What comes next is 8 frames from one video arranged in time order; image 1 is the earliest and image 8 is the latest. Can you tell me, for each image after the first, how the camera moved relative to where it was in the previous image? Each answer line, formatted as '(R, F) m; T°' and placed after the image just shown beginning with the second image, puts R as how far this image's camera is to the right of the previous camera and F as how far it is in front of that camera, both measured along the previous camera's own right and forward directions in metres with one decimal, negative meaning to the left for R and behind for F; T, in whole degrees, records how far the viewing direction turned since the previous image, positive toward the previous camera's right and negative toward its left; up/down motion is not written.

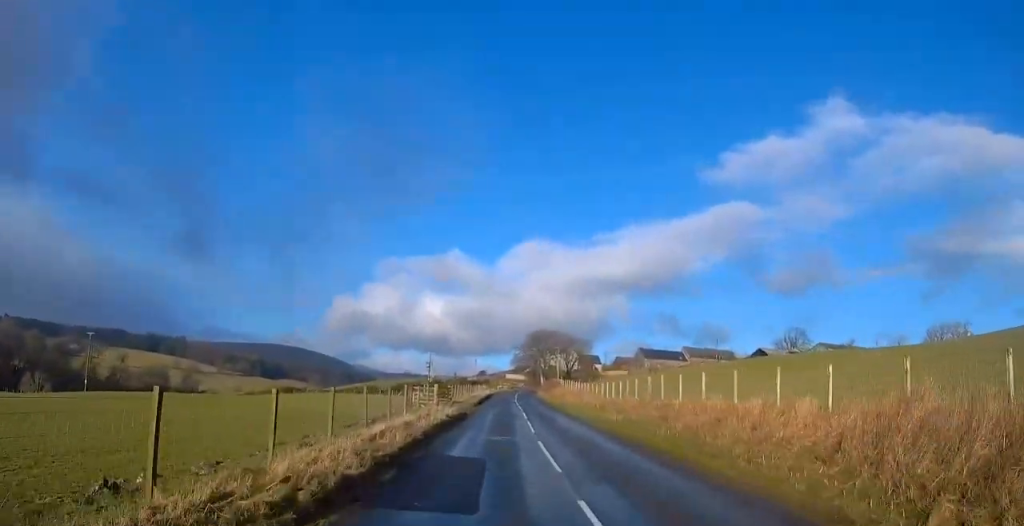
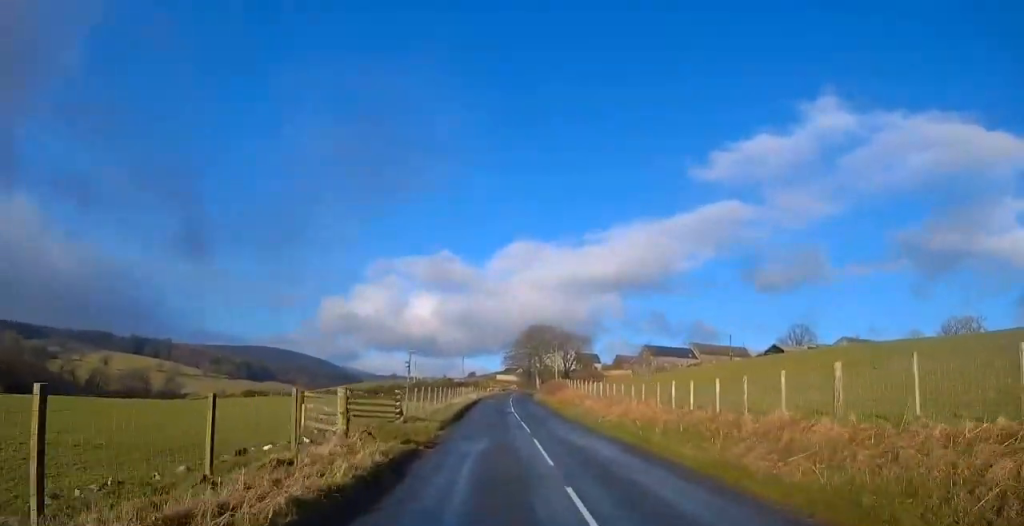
(+0.1, +17.1) m; 0°
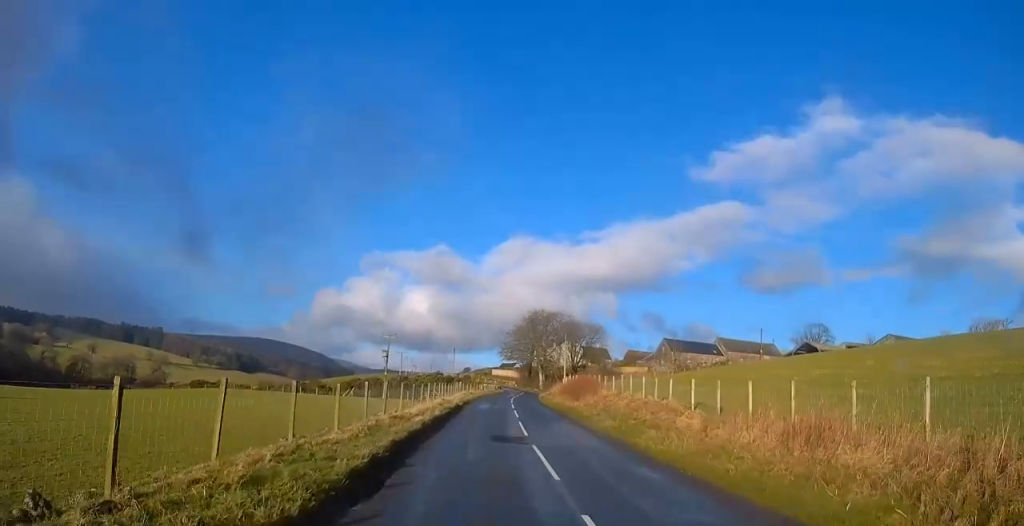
(+0.1, +20.1) m; 0°
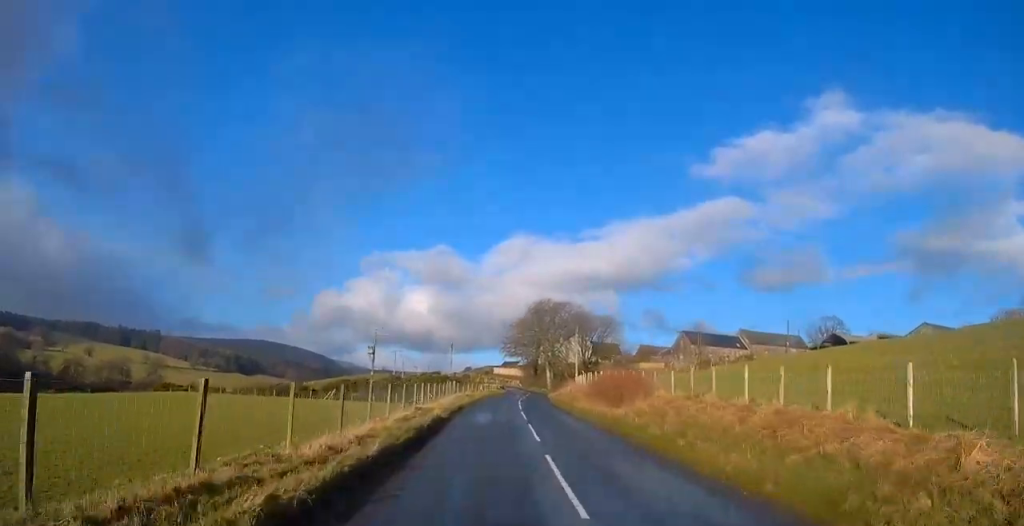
(0.0, +12.1) m; 0°
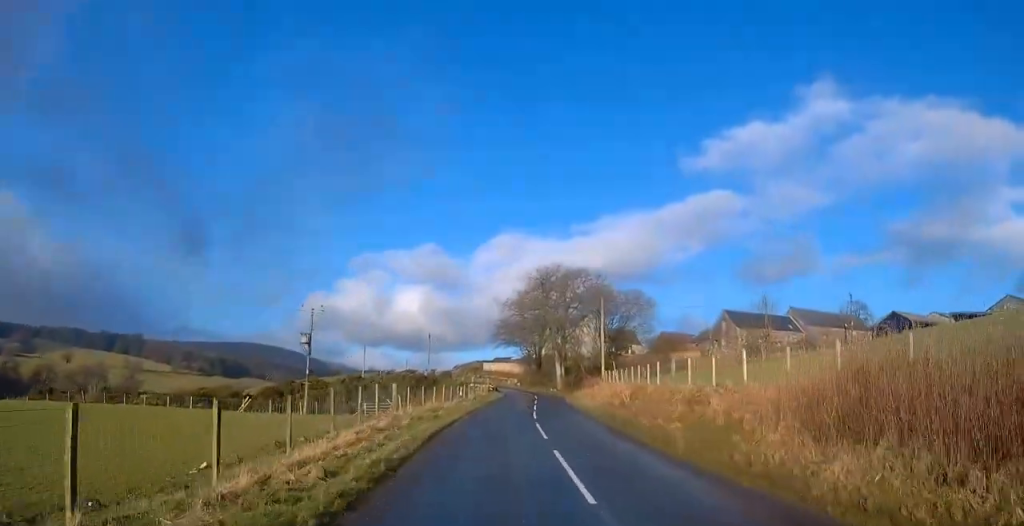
(+0.1, +26.3) m; +2°
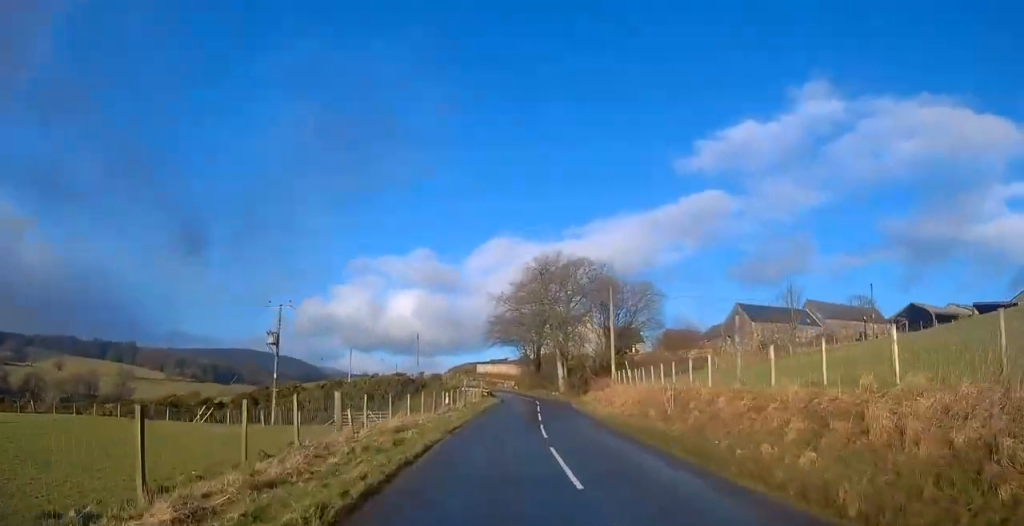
(+0.1, +7.5) m; +1°
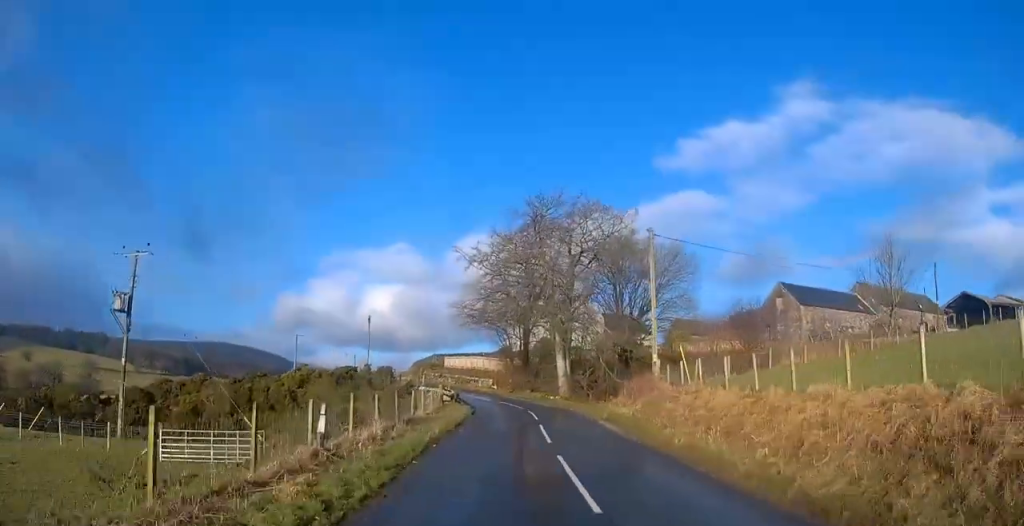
(+0.4, +19.5) m; +1°
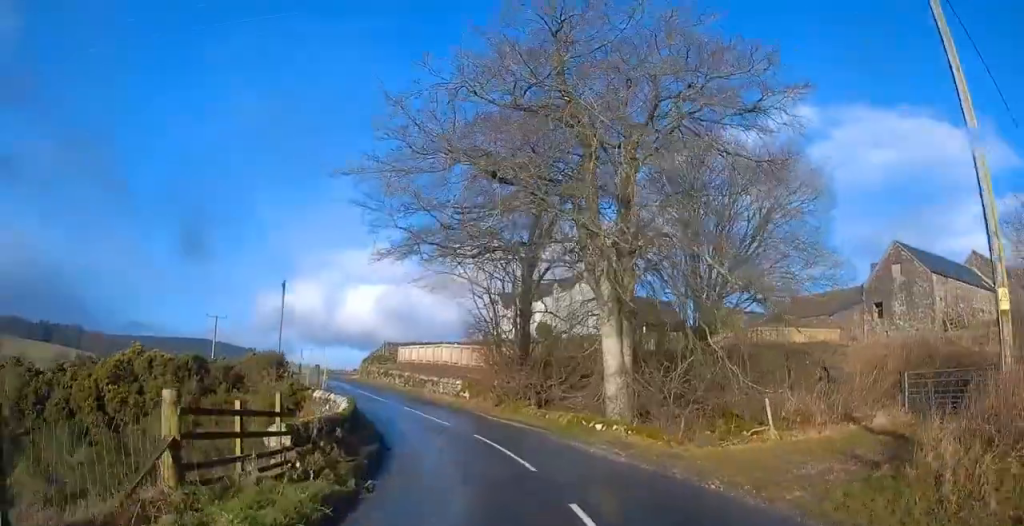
(-0.3, +24.3) m; -2°
